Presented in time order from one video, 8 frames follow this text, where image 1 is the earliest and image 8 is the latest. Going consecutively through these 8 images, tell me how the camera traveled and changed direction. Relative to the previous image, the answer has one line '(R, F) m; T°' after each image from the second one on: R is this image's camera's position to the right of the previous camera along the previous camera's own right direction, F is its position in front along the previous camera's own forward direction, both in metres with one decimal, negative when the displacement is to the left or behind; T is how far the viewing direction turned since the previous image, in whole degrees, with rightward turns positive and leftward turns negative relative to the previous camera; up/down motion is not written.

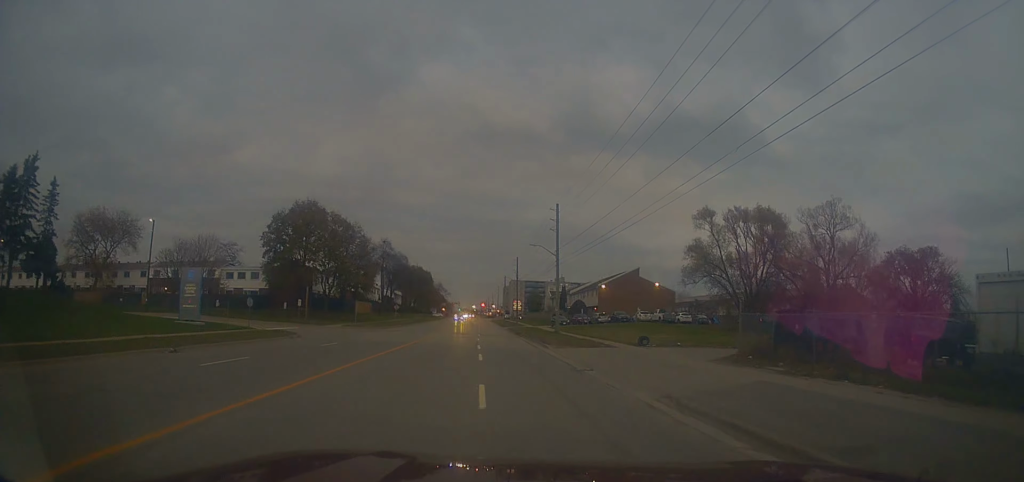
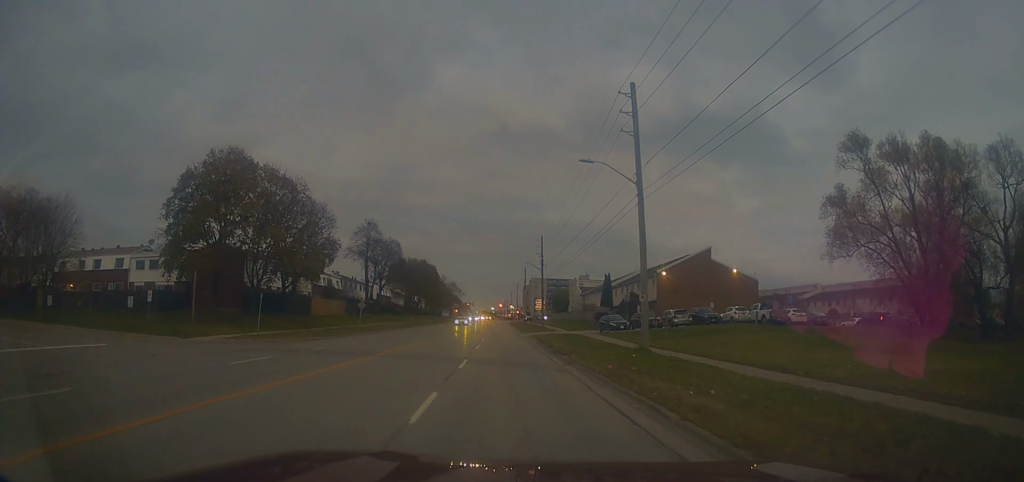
(-0.6, +27.9) m; -3°
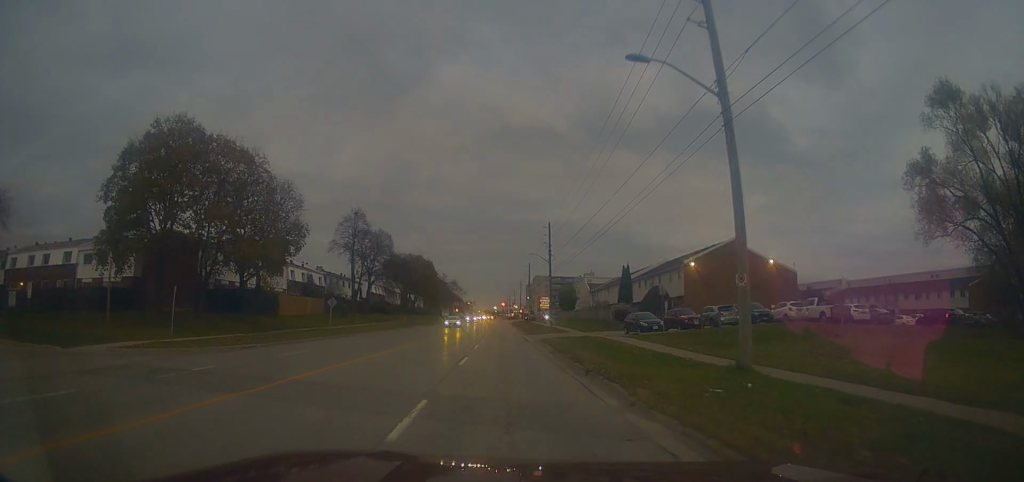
(-0.3, +9.9) m; -1°
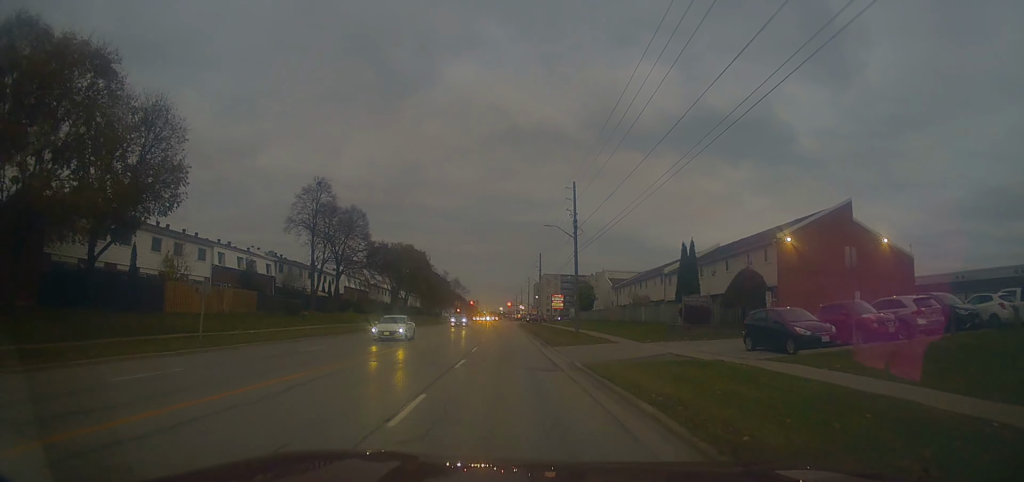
(+0.1, +20.2) m; +1°
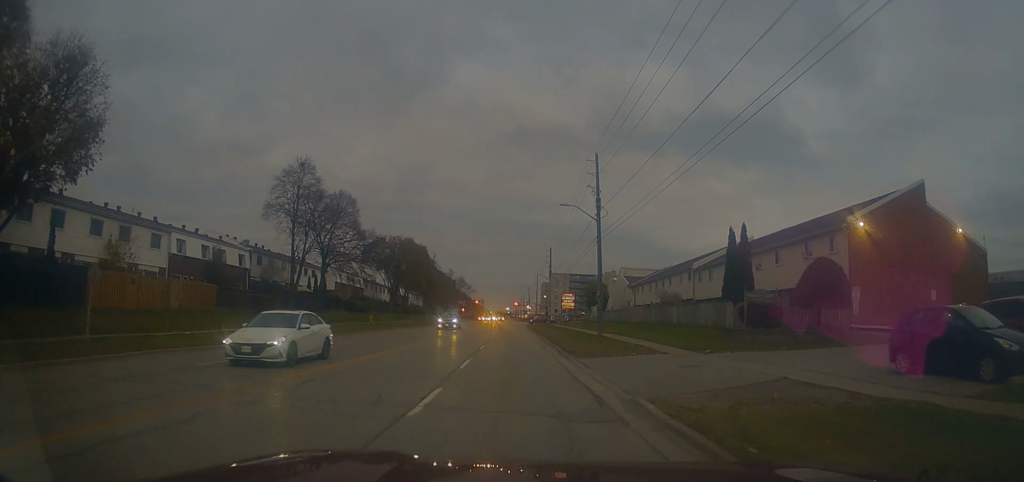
(-0.2, +8.3) m; +1°
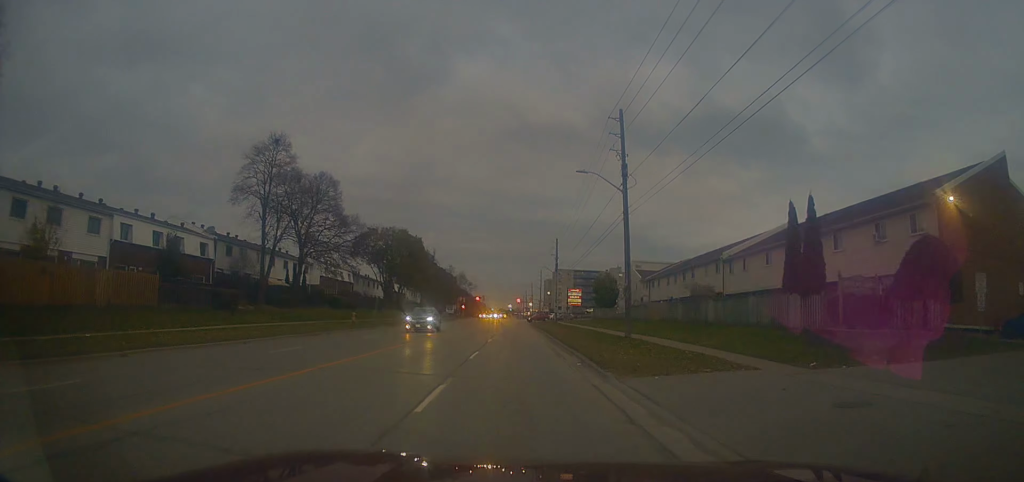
(+0.3, +7.8) m; 0°
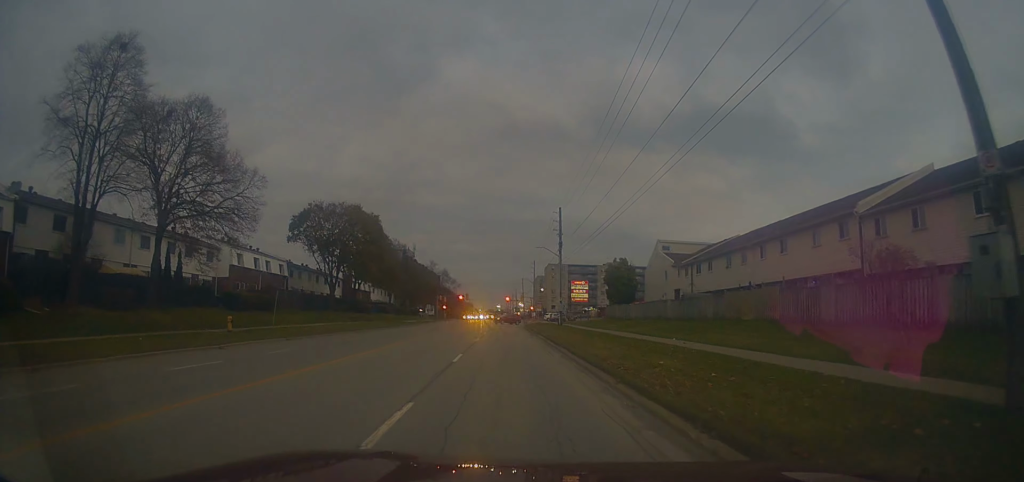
(-0.2, +23.1) m; 0°
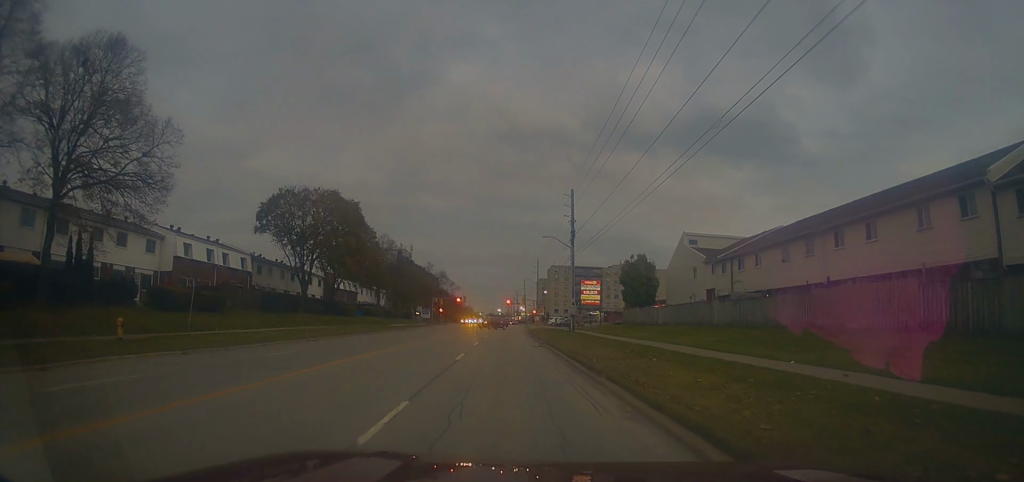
(+0.4, +10.4) m; -1°
